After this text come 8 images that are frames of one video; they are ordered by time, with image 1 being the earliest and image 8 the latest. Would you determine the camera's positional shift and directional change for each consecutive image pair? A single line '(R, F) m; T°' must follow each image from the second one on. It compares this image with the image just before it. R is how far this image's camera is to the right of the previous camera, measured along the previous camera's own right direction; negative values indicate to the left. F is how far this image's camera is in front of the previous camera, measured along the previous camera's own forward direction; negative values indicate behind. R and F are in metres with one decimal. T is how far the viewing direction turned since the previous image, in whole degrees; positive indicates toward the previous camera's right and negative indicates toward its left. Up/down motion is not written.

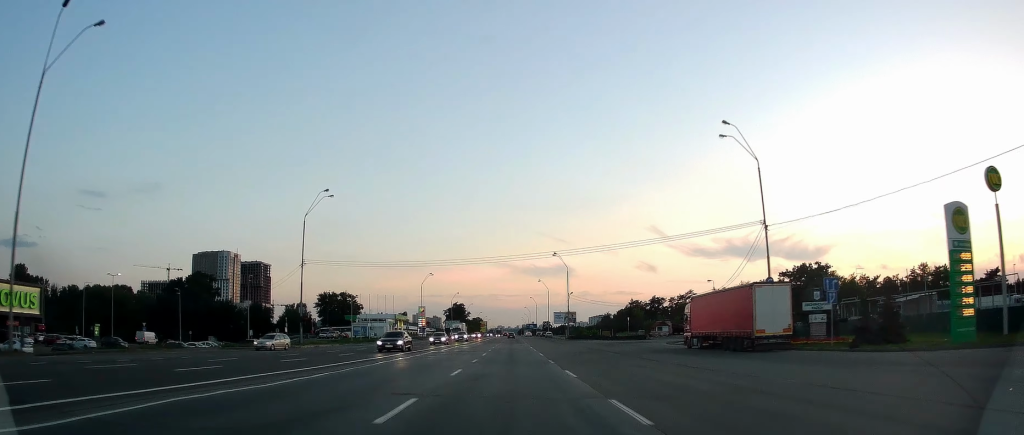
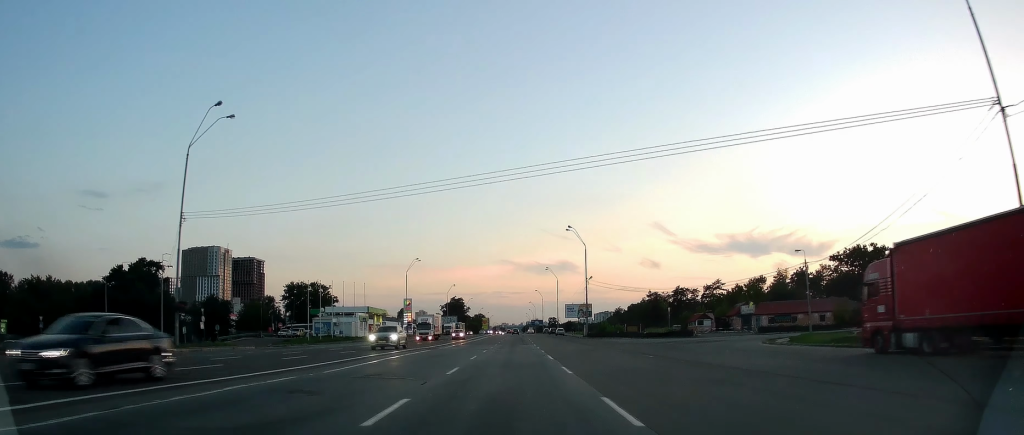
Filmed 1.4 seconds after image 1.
(-0.2, +28.0) m; -1°
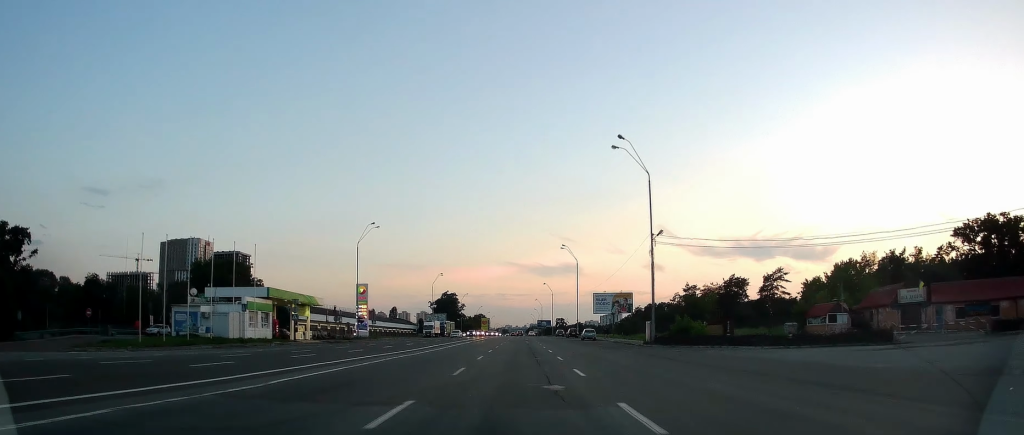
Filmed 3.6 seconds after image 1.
(-0.3, +46.5) m; 0°
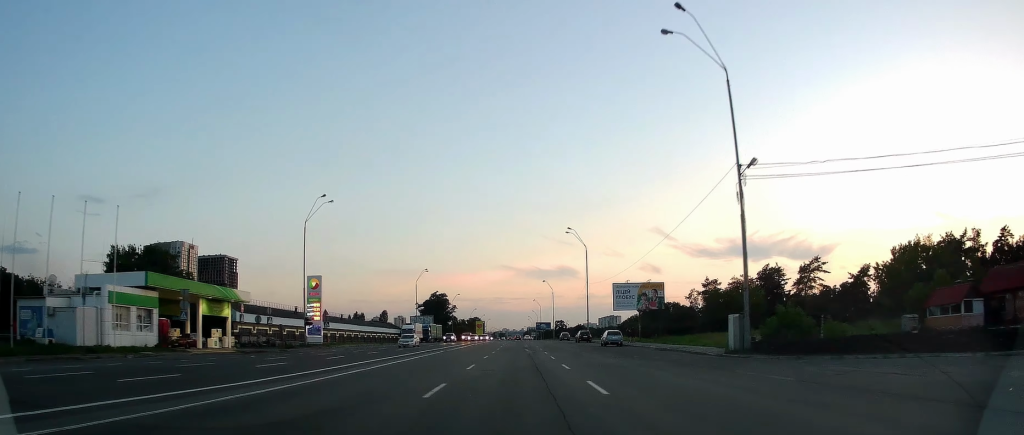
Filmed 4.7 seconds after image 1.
(0.0, +22.1) m; 0°
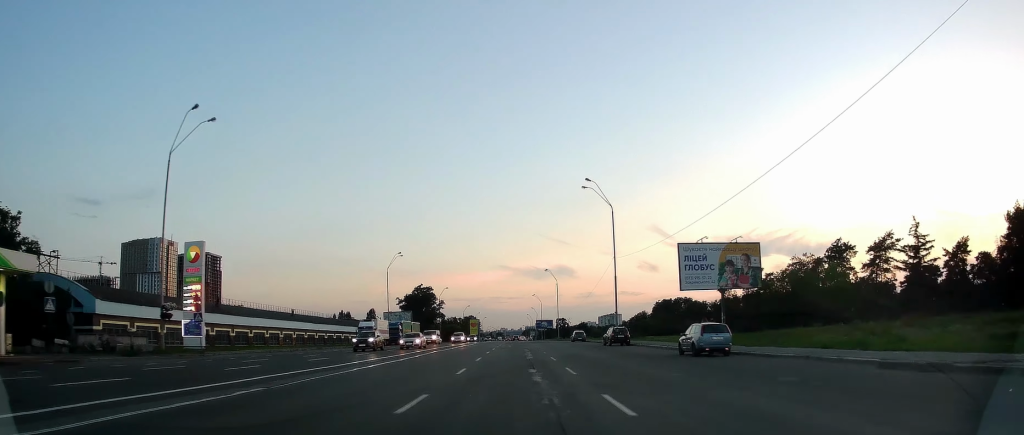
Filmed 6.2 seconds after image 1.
(+0.2, +30.7) m; +1°
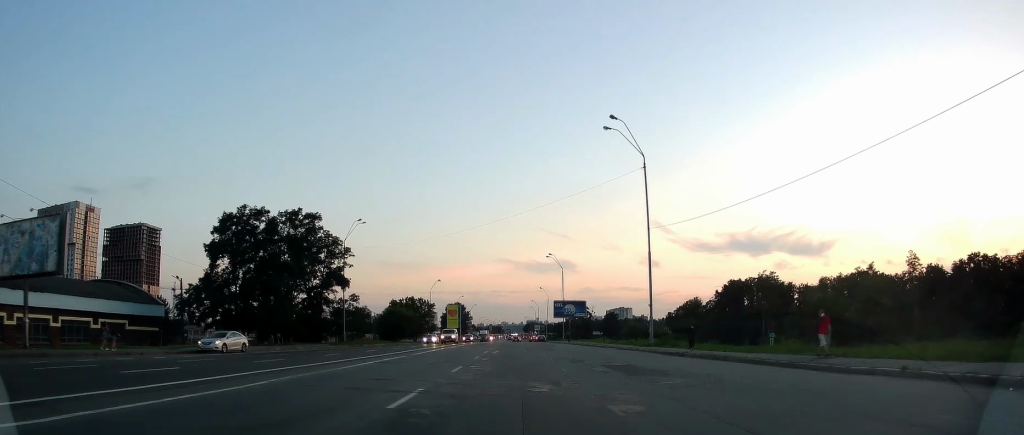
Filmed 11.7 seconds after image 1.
(-0.8, +107.4) m; -1°
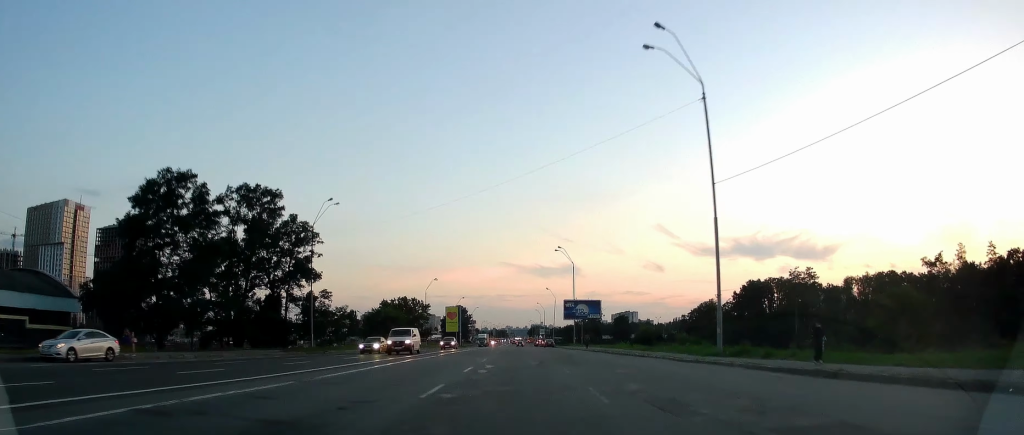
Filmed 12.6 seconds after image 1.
(0.0, +16.3) m; 0°
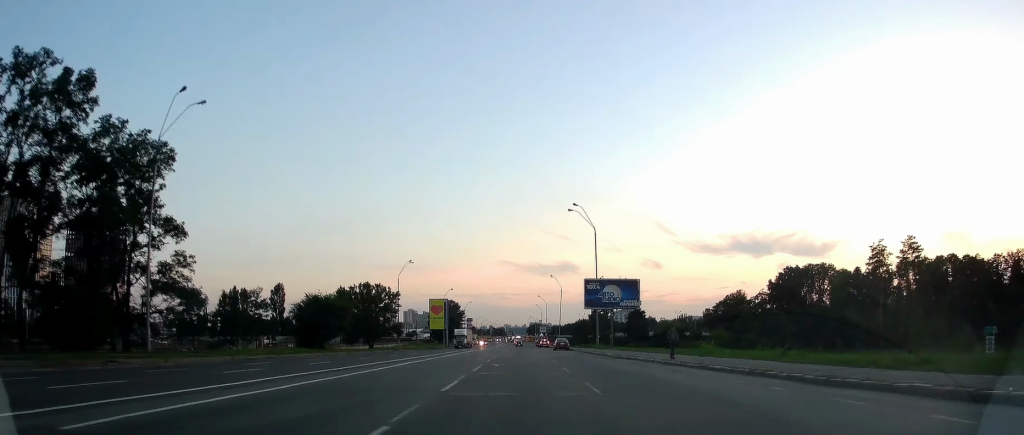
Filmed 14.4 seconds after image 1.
(+0.2, +34.3) m; 0°
